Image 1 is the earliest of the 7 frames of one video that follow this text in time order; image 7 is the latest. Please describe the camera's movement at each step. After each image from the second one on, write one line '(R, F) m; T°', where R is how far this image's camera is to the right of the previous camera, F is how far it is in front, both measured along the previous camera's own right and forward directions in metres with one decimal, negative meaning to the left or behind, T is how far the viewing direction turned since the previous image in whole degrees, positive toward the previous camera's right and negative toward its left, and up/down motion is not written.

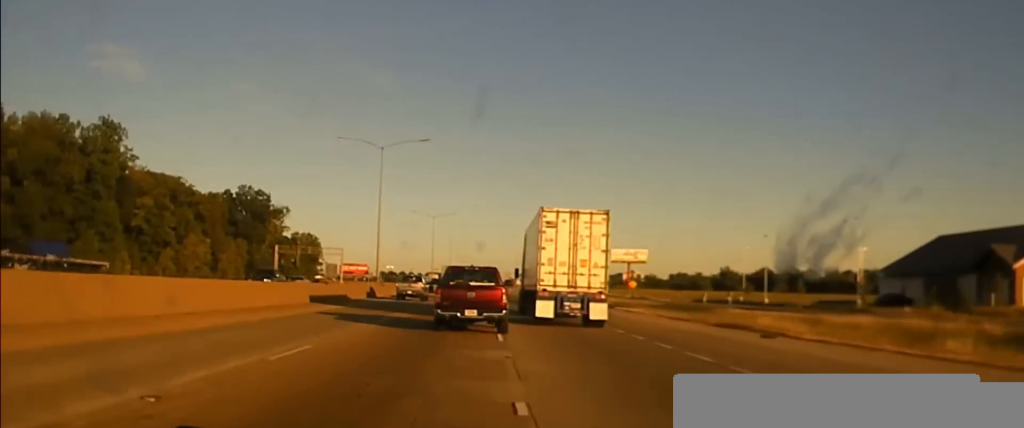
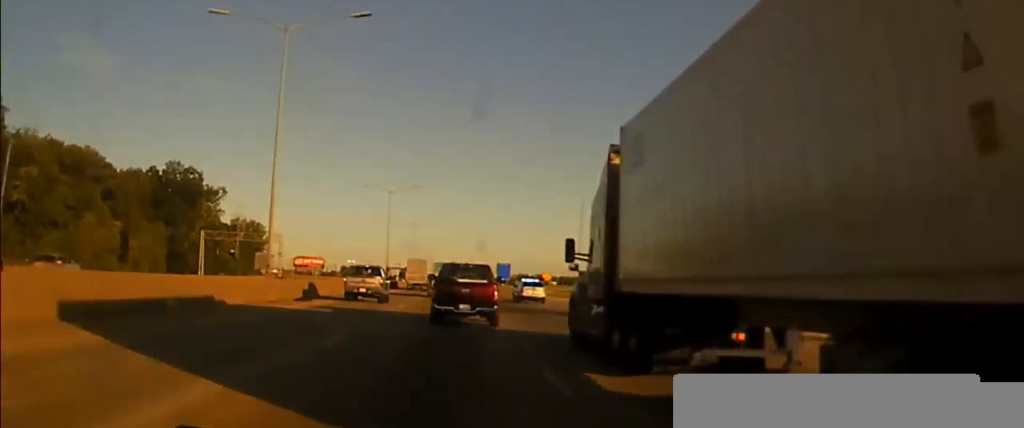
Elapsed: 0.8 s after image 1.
(+0.2, +31.3) m; +1°
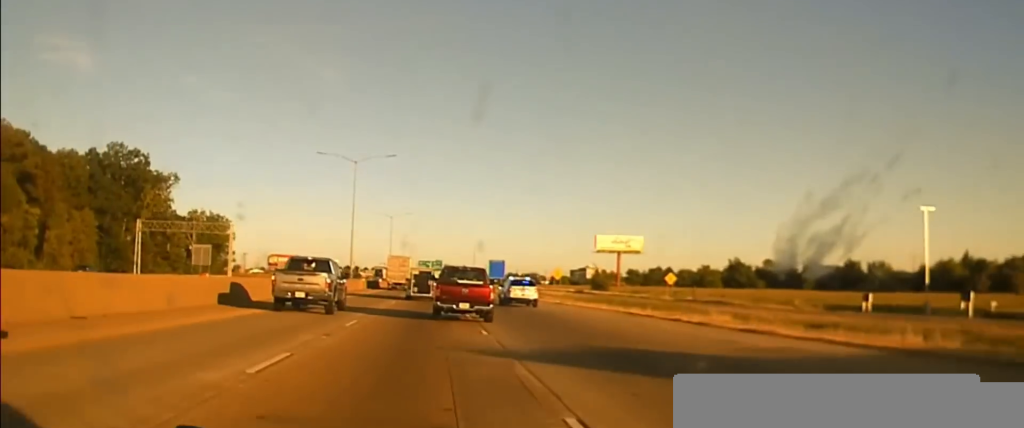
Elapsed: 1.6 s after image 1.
(+0.3, +24.8) m; +2°
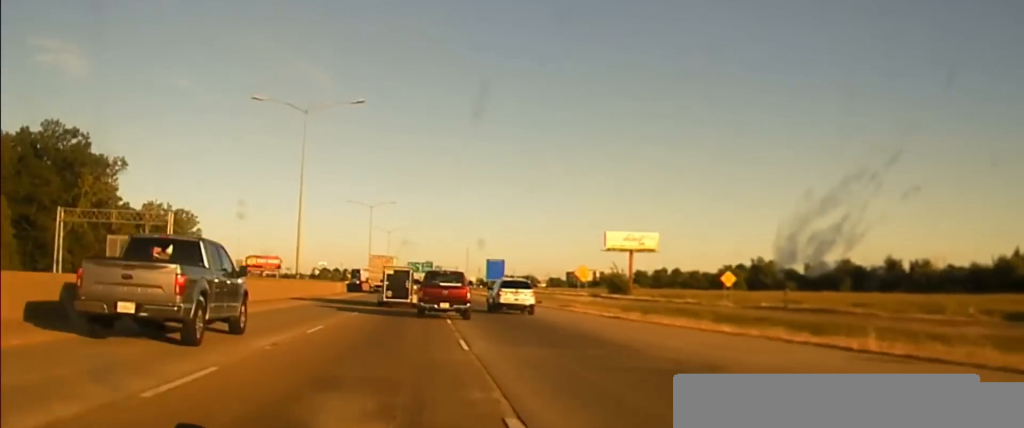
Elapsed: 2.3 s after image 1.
(+0.5, +22.1) m; +1°
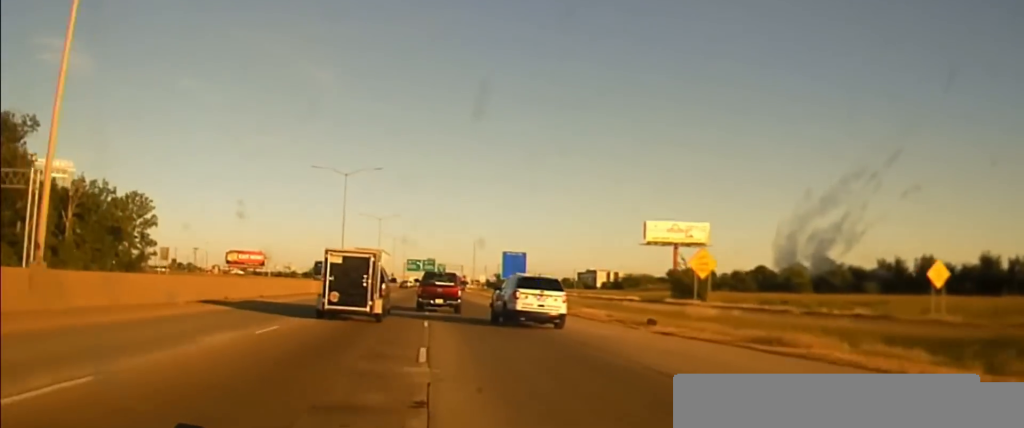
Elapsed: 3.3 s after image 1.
(+0.2, +31.9) m; 0°
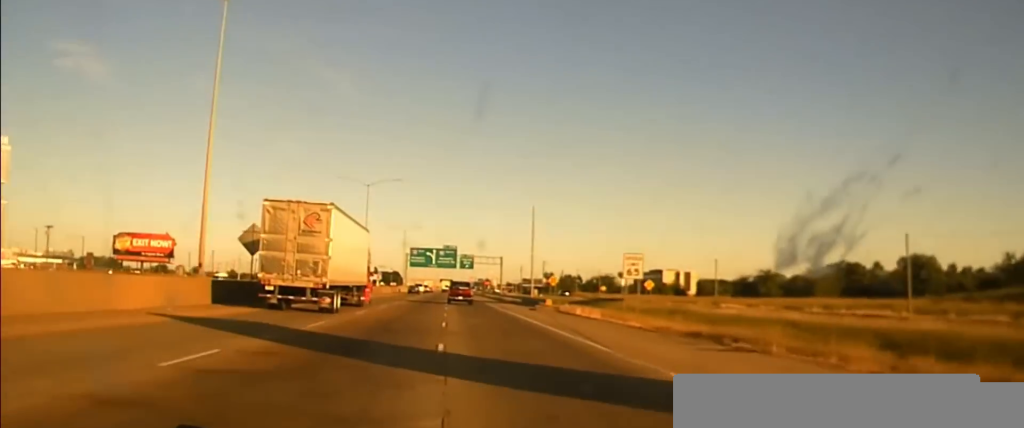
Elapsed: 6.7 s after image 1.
(-4.1, +148.9) m; -2°
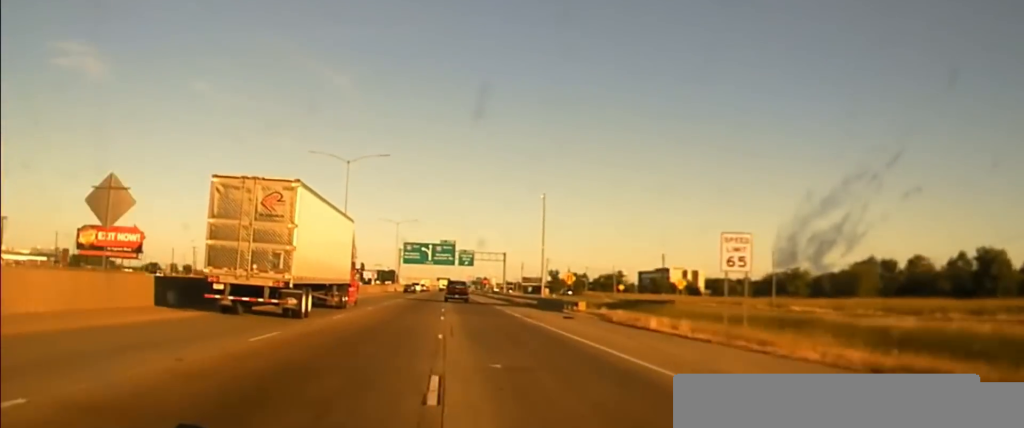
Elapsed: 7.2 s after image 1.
(0.0, +22.1) m; 0°
